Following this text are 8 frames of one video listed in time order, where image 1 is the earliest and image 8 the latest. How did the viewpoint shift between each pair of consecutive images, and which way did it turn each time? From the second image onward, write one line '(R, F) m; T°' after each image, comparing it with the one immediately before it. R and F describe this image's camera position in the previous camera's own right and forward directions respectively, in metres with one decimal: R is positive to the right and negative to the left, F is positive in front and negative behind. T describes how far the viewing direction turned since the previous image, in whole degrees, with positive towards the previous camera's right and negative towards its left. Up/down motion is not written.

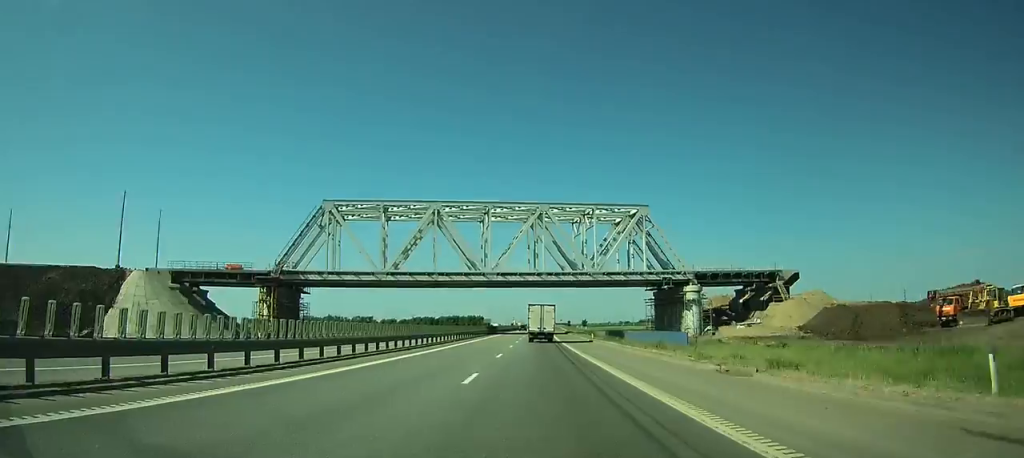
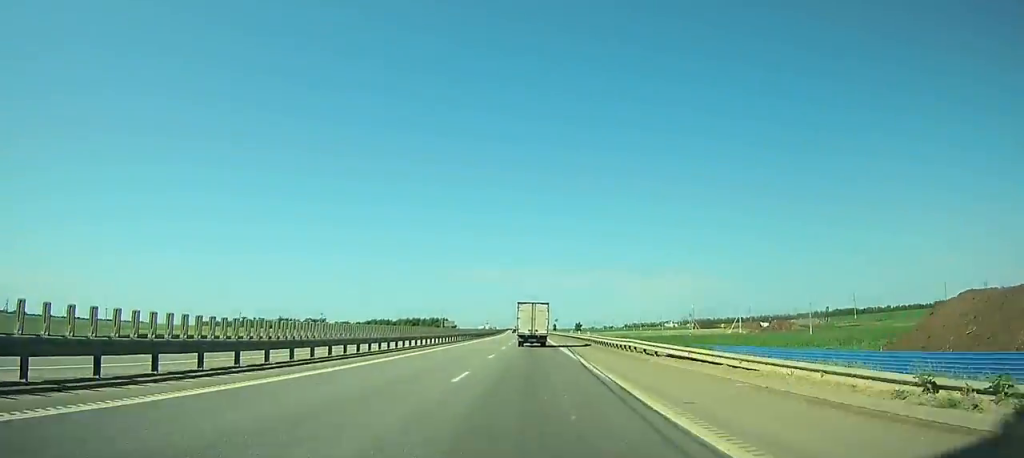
(+1.2, +104.5) m; +1°
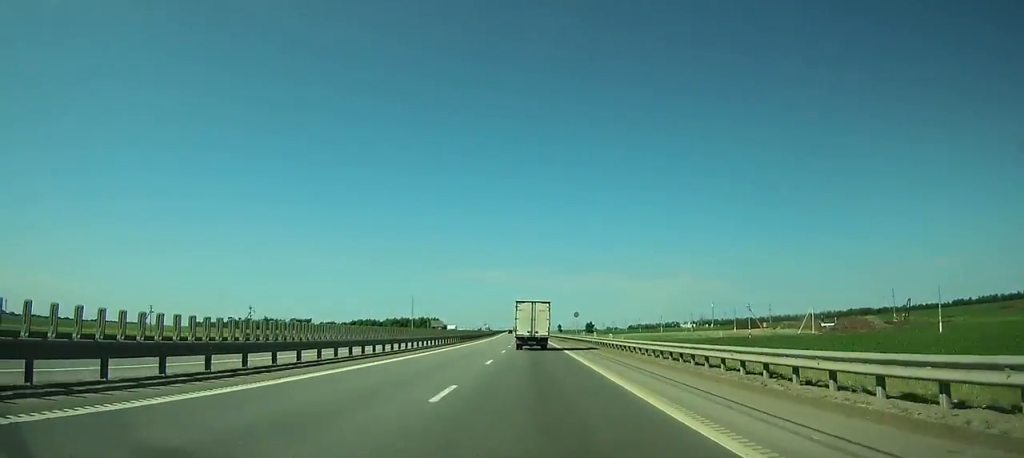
(+0.3, +50.0) m; 0°
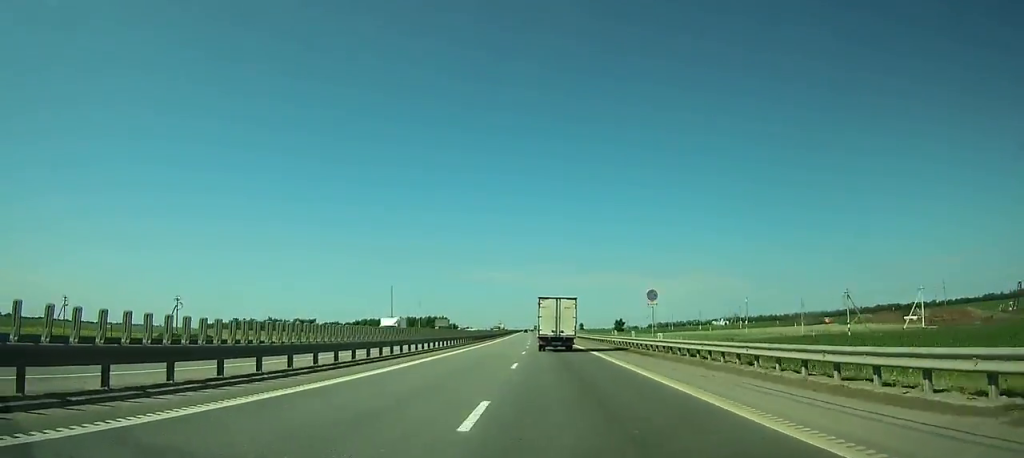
(-0.3, +40.0) m; -1°
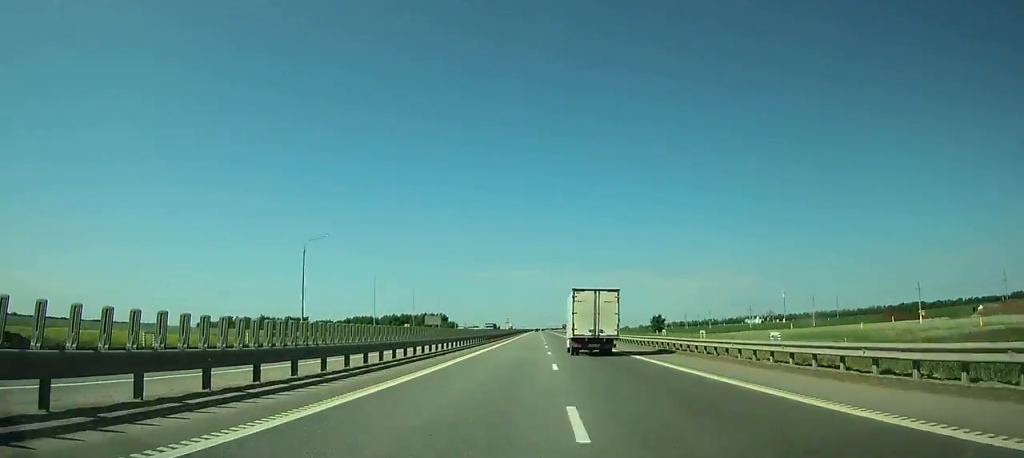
(-0.4, +50.3) m; -1°
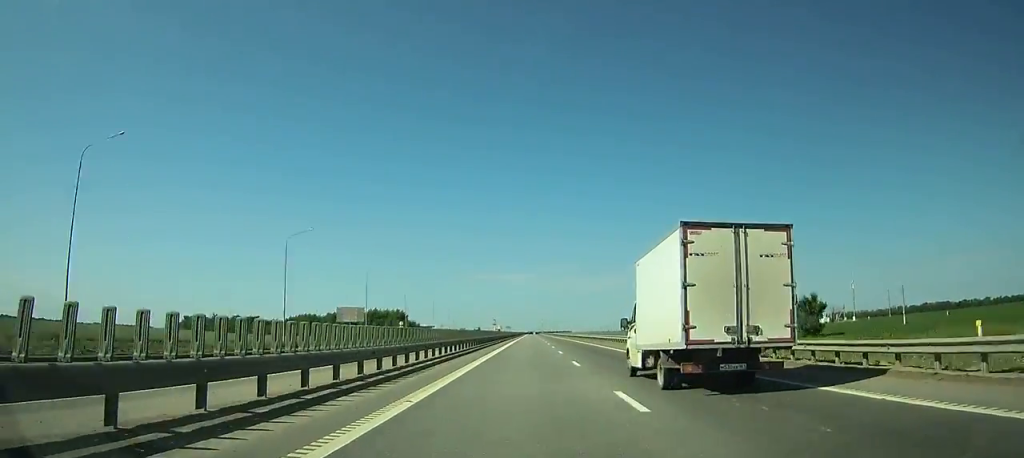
(-0.6, +93.4) m; 0°
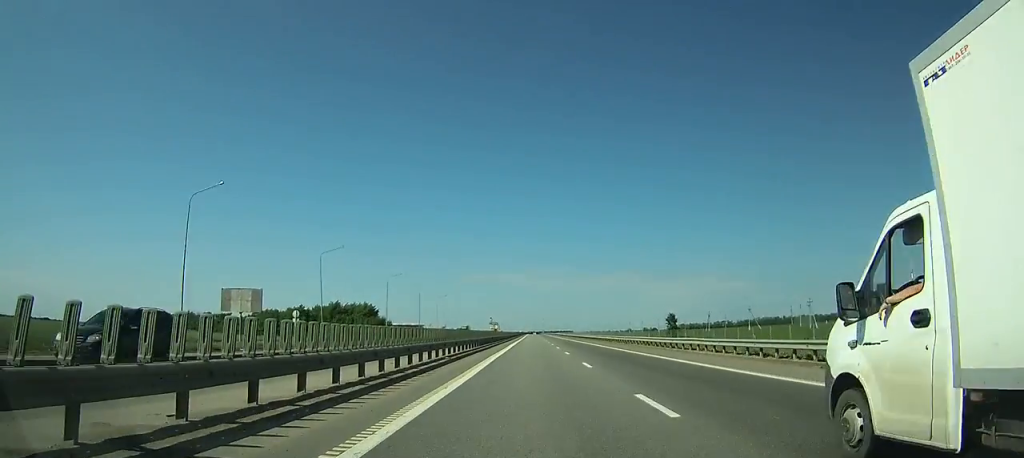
(+0.1, +47.2) m; 0°
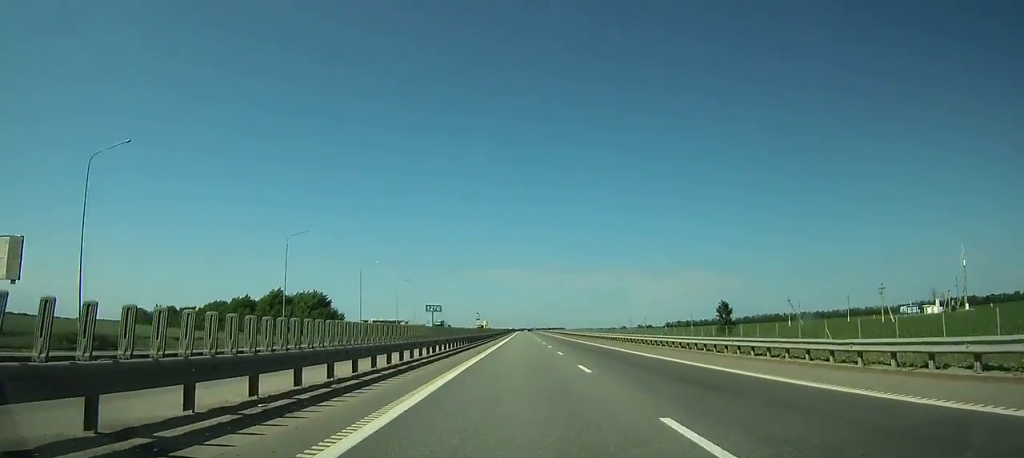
(+0.3, +37.6) m; 0°
